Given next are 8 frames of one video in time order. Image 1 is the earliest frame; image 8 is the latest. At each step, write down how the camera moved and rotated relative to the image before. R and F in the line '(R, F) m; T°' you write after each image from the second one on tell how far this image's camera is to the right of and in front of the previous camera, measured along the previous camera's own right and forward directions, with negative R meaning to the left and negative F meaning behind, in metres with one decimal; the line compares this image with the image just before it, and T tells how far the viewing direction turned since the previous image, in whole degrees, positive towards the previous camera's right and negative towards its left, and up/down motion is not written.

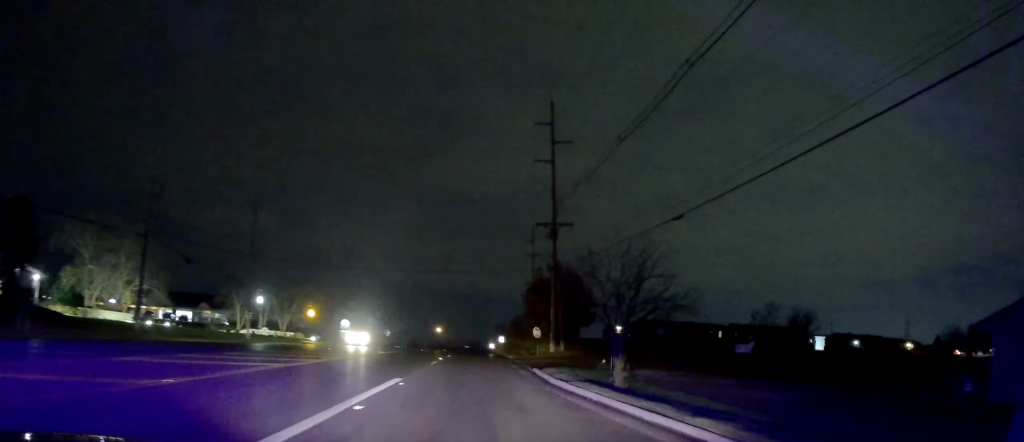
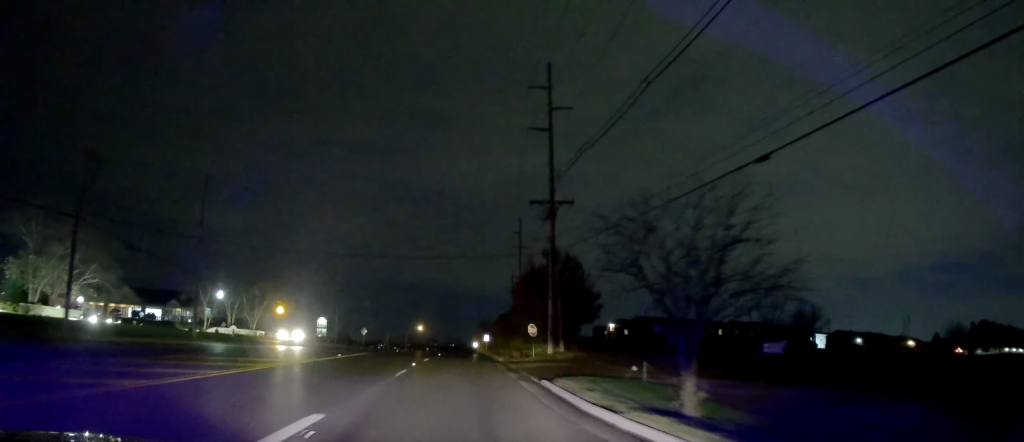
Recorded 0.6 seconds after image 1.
(+0.7, +6.2) m; +8°
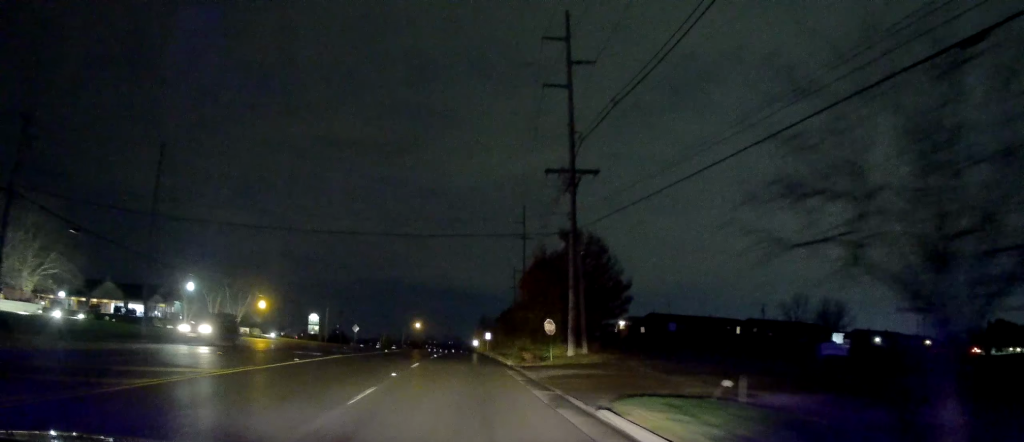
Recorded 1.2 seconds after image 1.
(0.0, +6.5) m; +2°
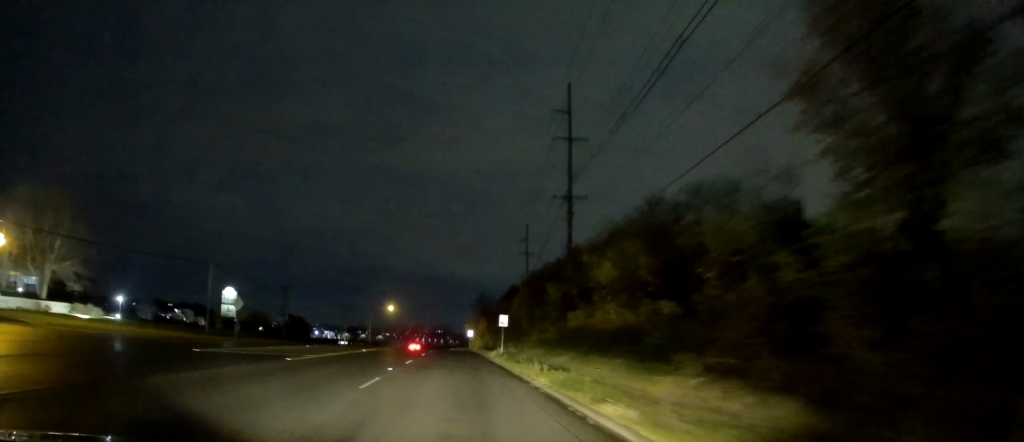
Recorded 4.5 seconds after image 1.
(+2.2, +44.8) m; +2°
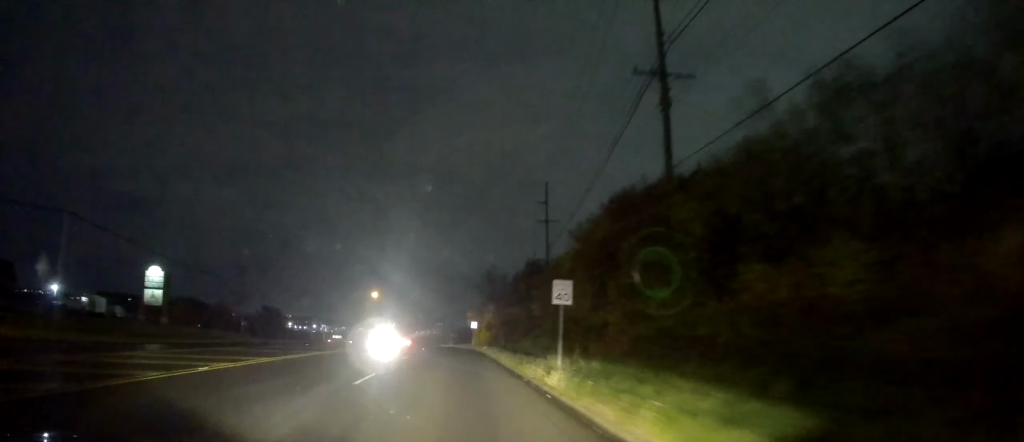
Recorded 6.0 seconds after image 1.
(-0.6, +23.5) m; -2°
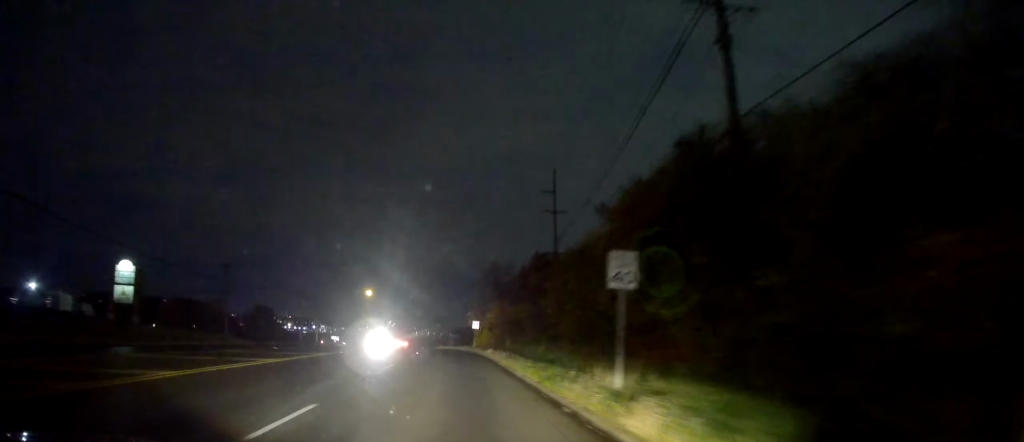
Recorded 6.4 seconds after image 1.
(-0.3, +6.7) m; 0°
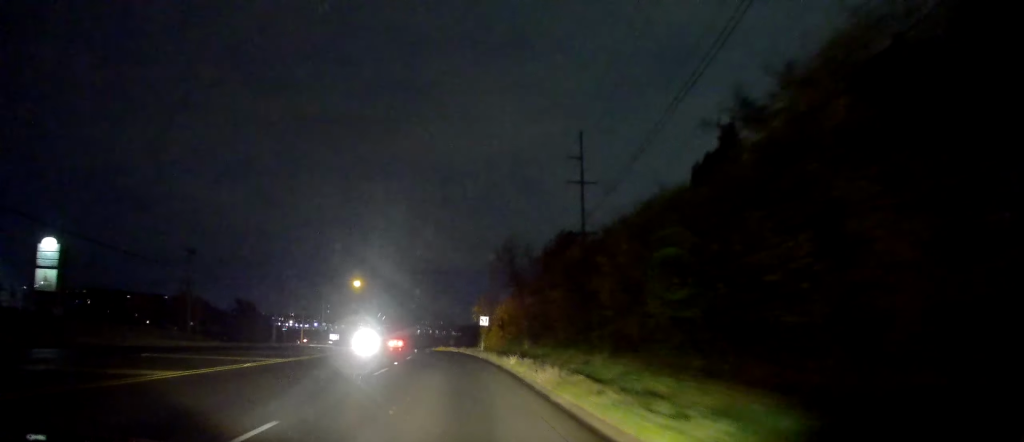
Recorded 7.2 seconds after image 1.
(+0.6, +14.4) m; +2°
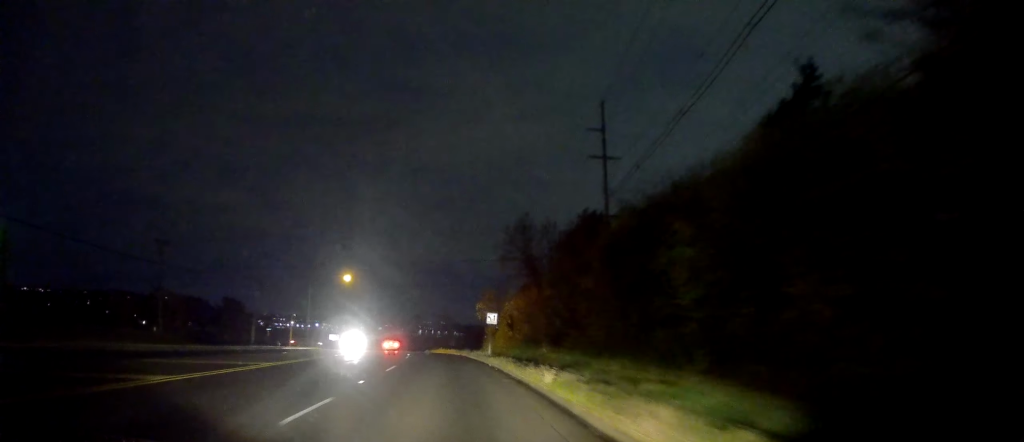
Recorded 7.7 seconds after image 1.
(+0.1, +8.8) m; 0°
